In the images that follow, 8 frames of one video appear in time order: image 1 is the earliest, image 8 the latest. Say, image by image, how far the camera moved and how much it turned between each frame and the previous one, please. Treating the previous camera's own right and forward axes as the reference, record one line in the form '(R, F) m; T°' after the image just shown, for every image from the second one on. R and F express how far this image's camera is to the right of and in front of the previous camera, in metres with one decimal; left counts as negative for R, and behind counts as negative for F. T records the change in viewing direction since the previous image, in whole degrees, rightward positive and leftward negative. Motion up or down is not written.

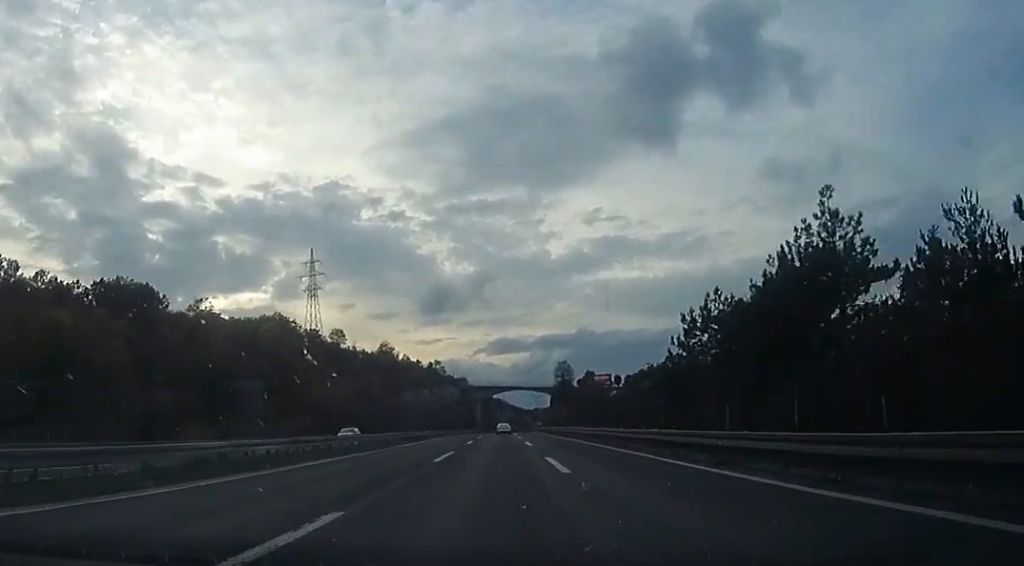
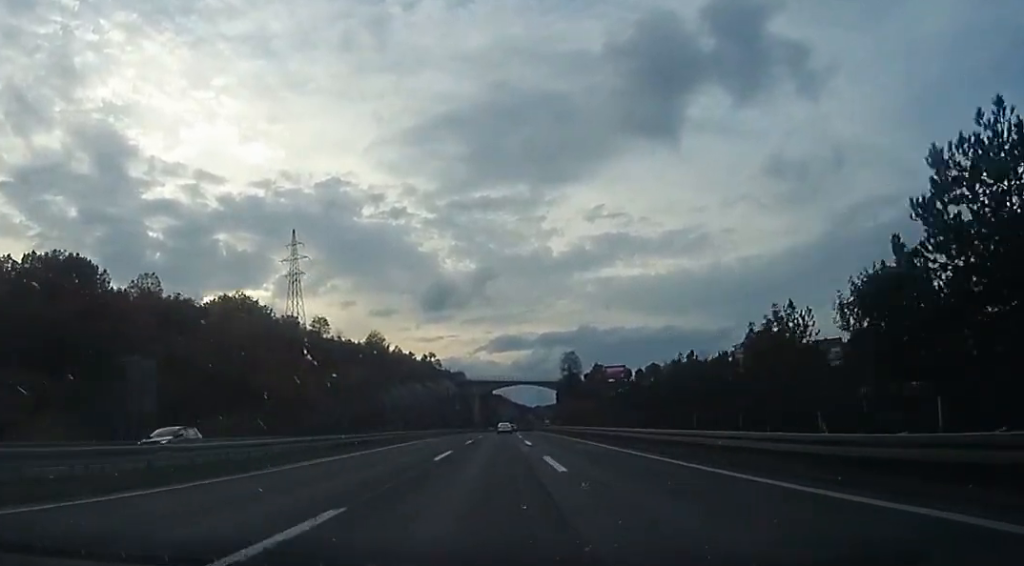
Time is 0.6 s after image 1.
(-0.8, +17.7) m; -2°
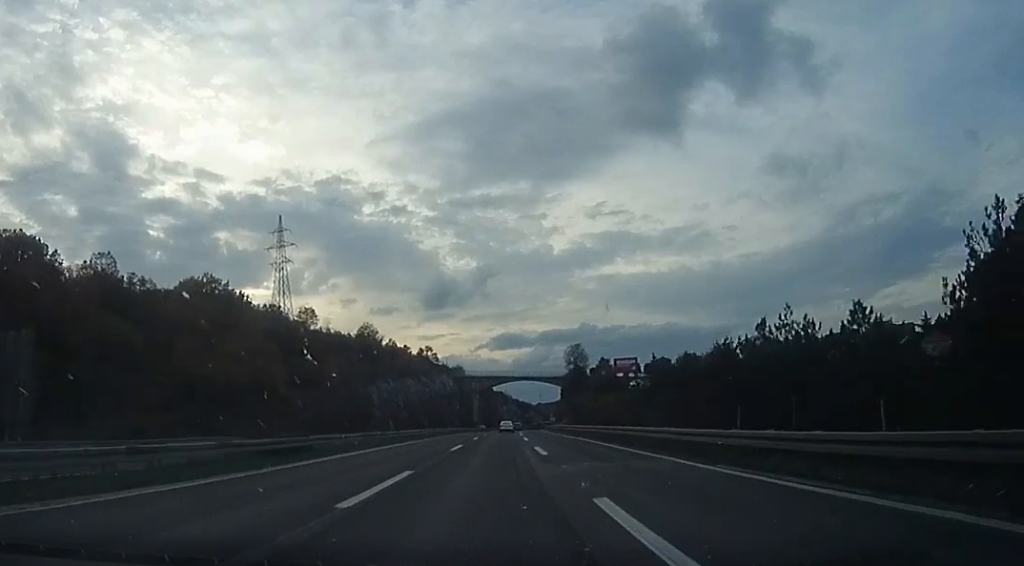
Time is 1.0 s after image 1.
(-0.2, +11.5) m; 0°
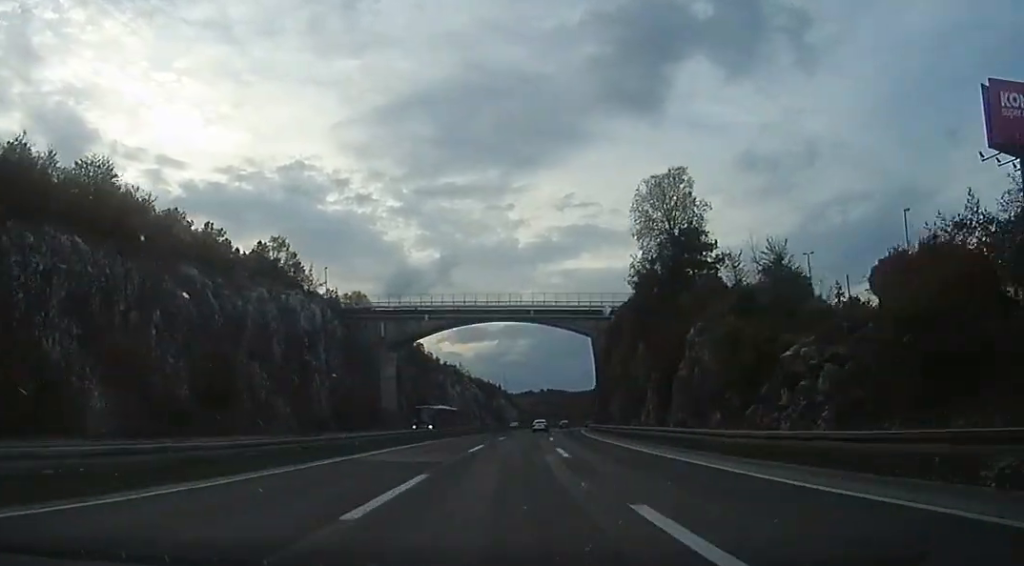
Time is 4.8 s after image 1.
(+5.2, +108.8) m; +5°
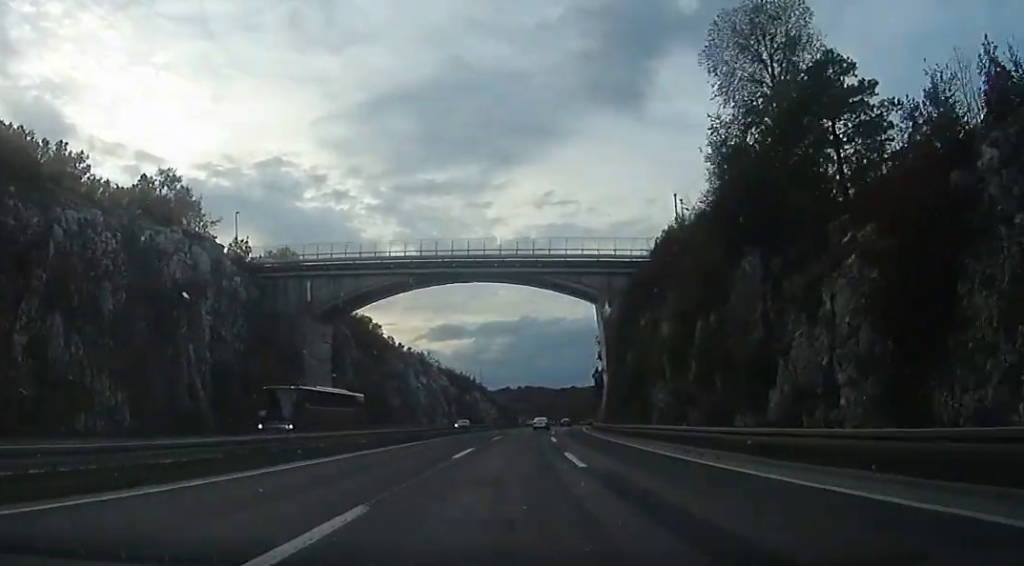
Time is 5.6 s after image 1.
(+0.1, +23.8) m; +2°
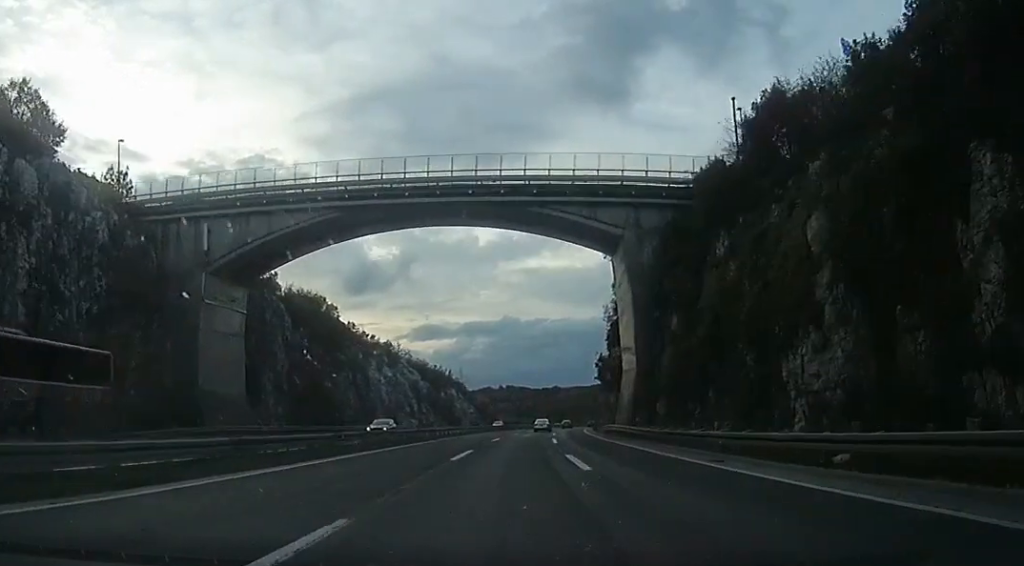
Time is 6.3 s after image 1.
(+0.4, +18.9) m; +2°
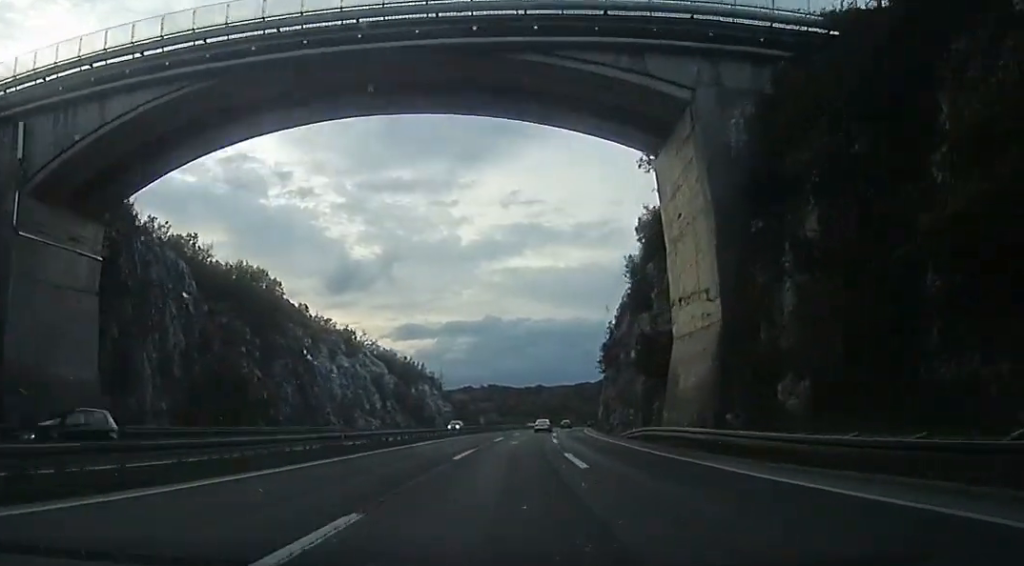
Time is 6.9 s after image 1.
(+0.6, +17.4) m; +2°
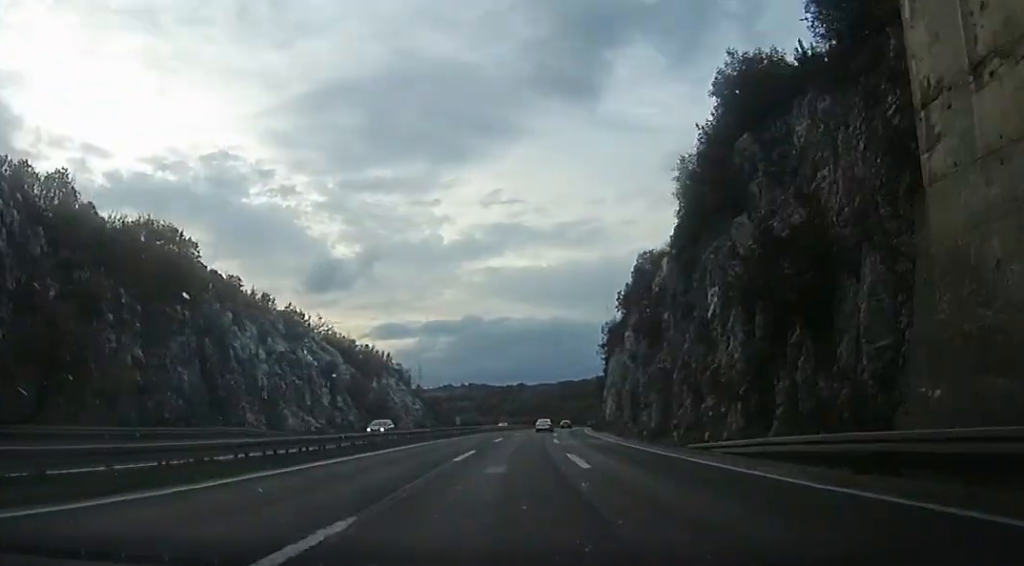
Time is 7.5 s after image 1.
(0.0, +18.2) m; 0°
